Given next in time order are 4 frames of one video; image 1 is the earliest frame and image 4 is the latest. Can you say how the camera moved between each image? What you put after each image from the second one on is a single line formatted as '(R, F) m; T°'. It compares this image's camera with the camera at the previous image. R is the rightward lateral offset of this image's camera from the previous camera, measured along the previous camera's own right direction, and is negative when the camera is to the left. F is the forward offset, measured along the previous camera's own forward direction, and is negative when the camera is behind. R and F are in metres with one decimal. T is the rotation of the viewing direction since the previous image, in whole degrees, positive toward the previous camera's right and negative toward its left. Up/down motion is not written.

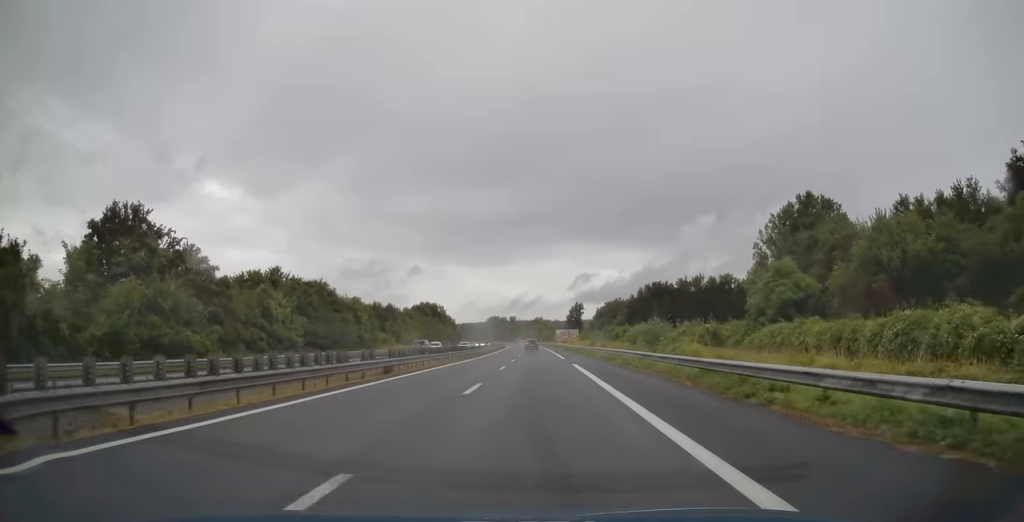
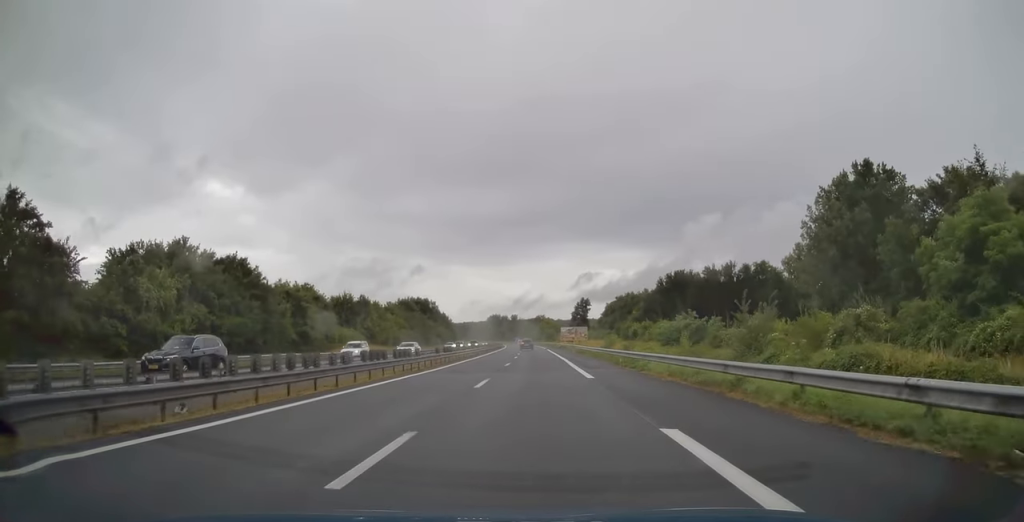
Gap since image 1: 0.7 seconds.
(0.0, +23.1) m; 0°
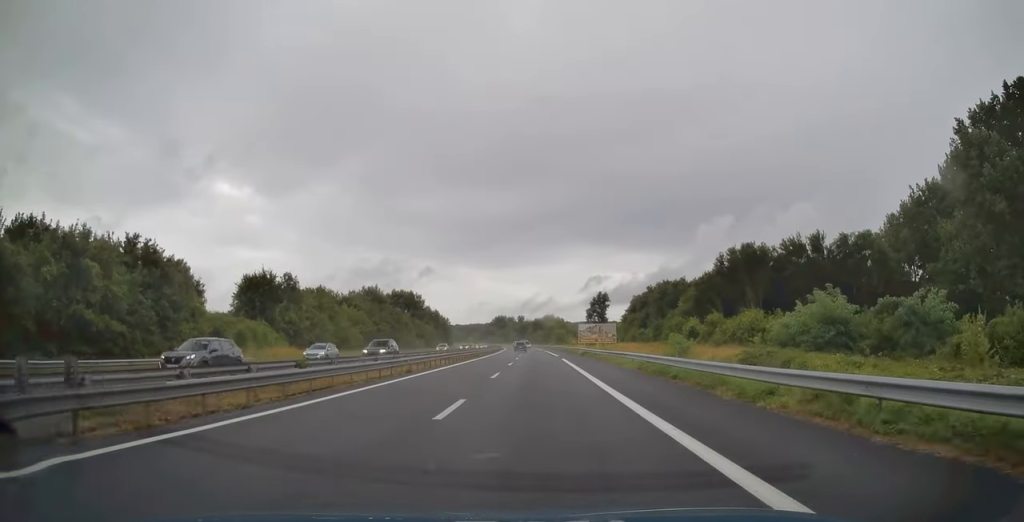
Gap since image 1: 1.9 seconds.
(-0.3, +38.6) m; -1°
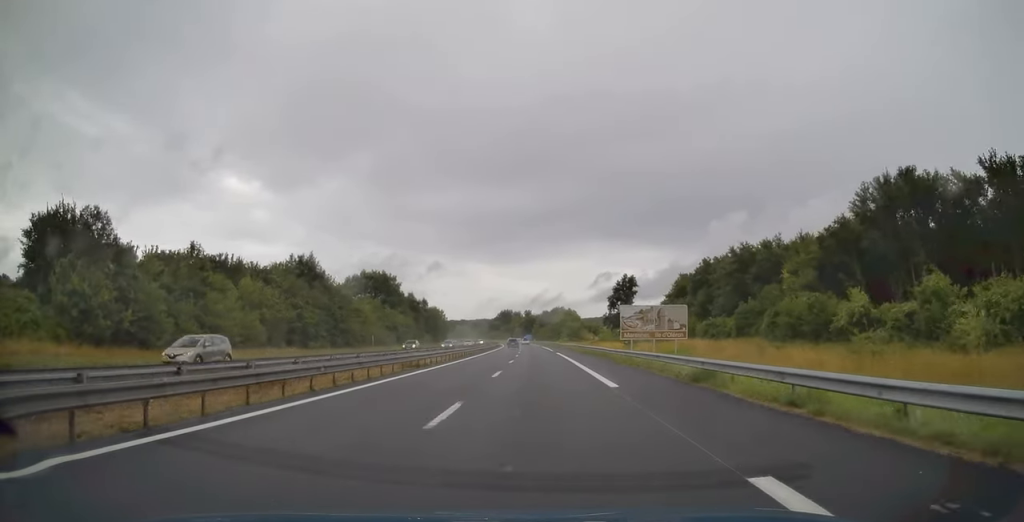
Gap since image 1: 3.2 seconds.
(-0.3, +40.3) m; -1°
